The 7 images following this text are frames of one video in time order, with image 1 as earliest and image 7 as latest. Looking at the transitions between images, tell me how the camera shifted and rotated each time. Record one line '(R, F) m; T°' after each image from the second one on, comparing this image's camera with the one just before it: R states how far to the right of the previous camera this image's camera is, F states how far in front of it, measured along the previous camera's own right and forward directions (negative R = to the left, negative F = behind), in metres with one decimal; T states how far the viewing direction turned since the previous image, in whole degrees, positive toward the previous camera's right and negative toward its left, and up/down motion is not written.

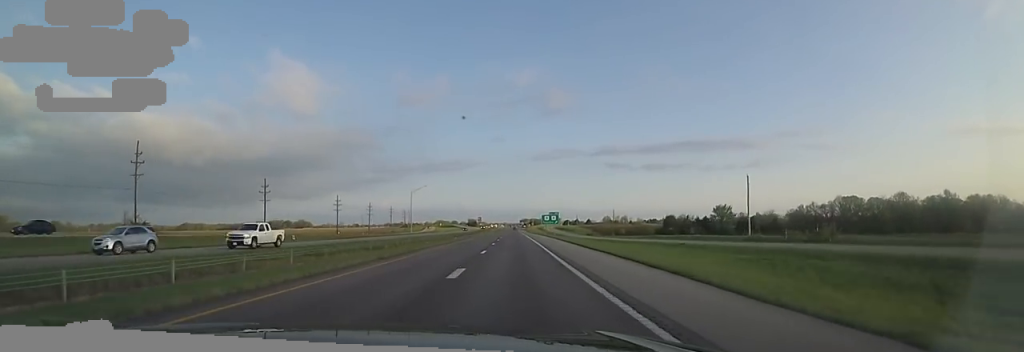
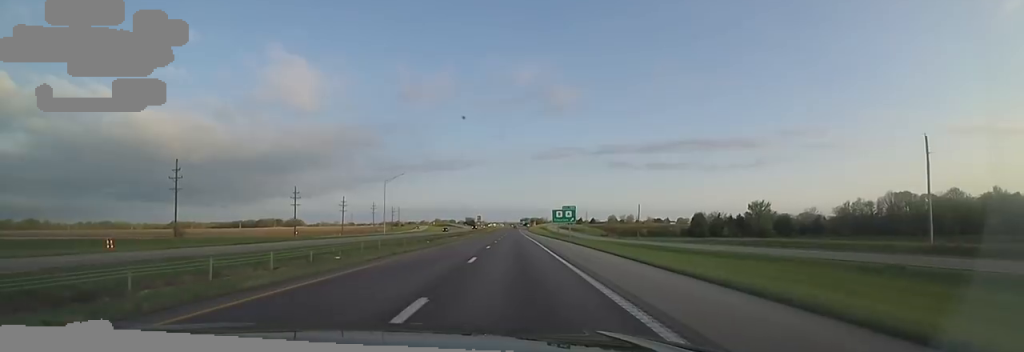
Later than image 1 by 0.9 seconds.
(0.0, +32.3) m; +1°
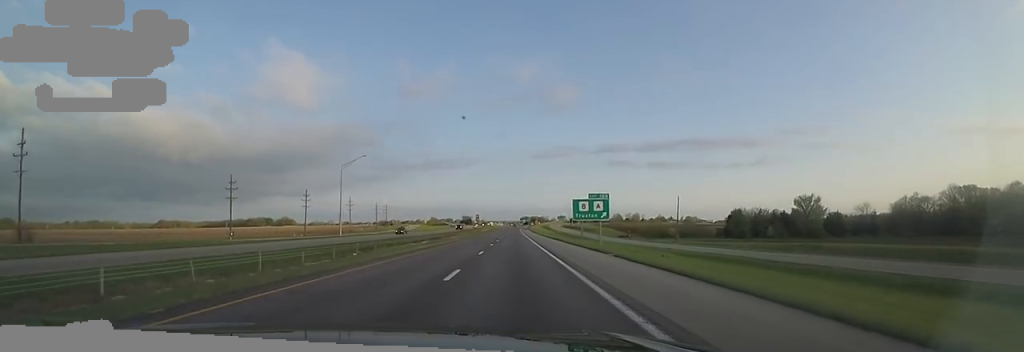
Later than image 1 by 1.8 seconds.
(+0.5, +31.1) m; -1°
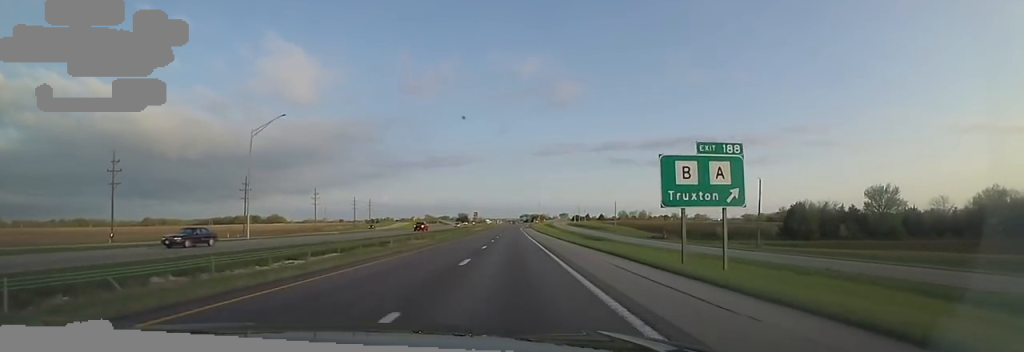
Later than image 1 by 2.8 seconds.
(-0.8, +33.2) m; -1°
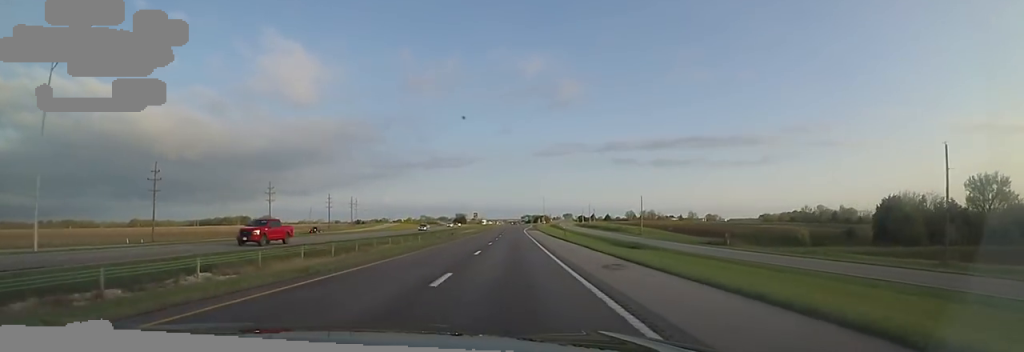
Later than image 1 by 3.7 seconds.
(-0.1, +30.2) m; 0°
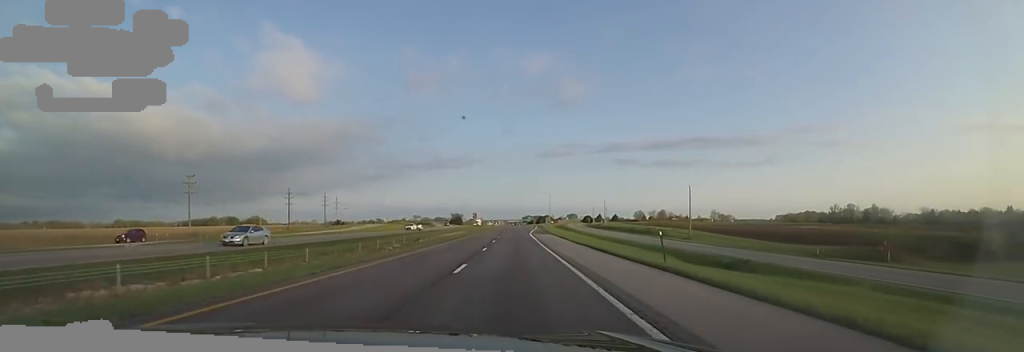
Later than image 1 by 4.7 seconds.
(+0.2, +32.9) m; +1°
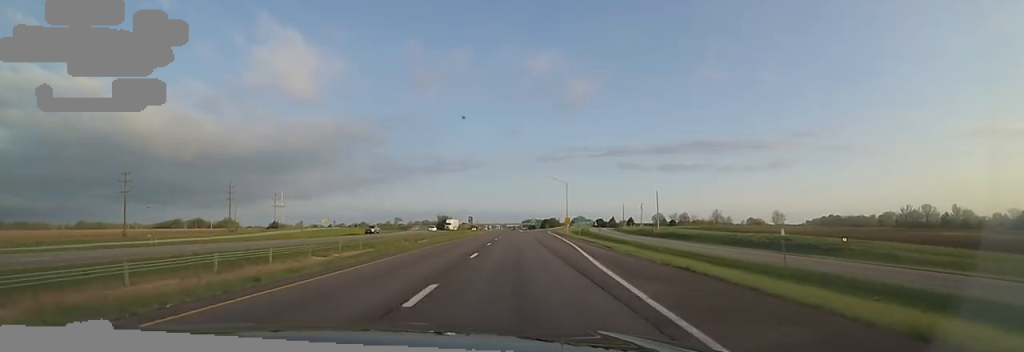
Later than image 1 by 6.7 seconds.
(+0.4, +66.9) m; 0°
